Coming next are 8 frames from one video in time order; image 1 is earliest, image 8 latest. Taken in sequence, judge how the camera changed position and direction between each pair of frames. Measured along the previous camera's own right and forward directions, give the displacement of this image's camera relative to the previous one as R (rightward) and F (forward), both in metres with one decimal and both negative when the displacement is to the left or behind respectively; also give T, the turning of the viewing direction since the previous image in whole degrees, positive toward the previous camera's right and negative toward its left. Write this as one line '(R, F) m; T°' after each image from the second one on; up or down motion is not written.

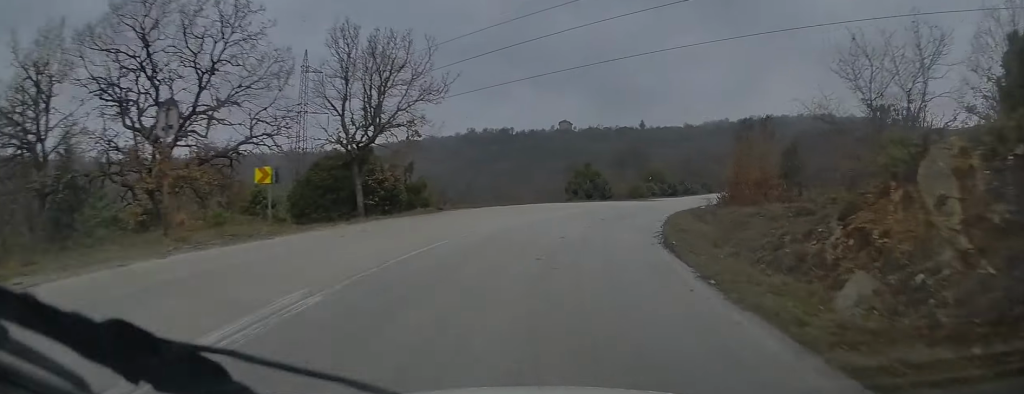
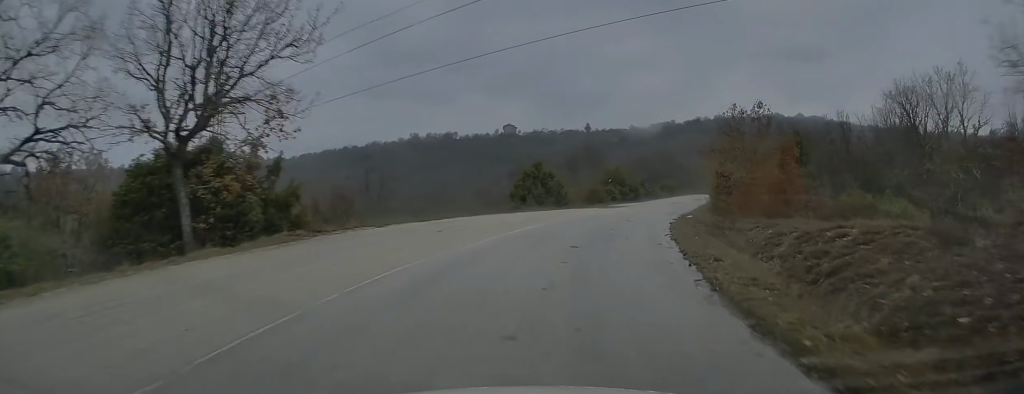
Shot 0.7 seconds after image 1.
(+0.3, +9.8) m; +4°
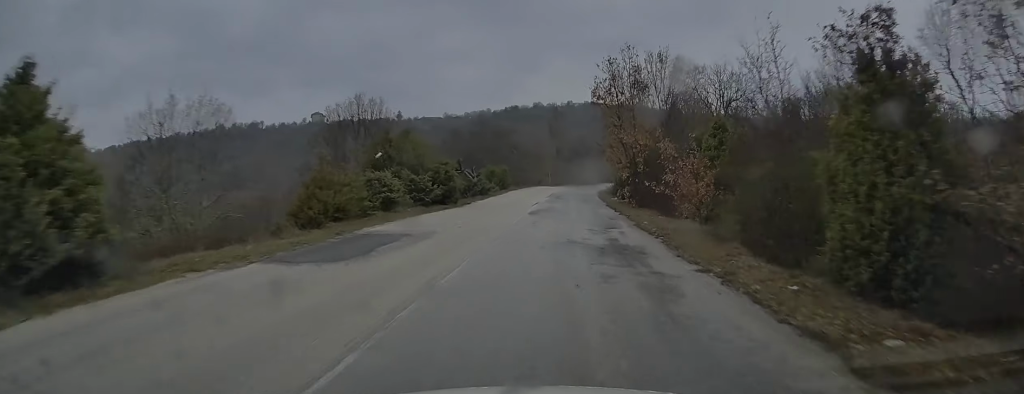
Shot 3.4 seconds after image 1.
(+5.1, +33.8) m; +18°
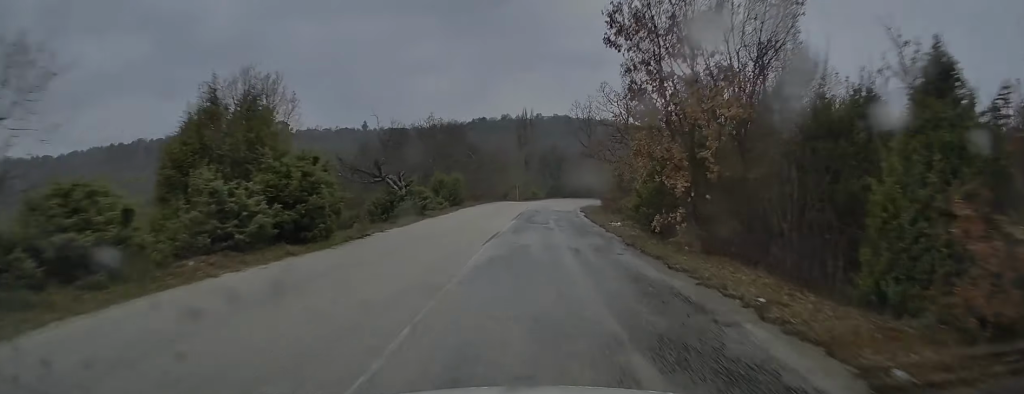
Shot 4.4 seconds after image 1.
(+0.8, +14.2) m; +3°
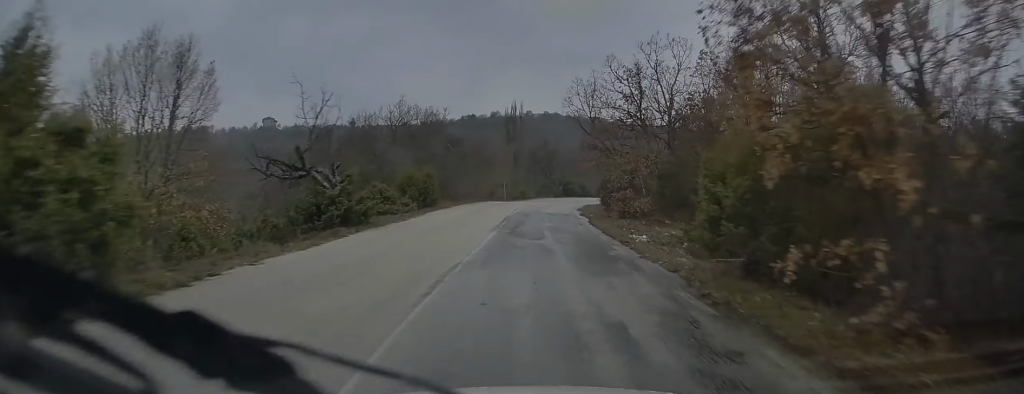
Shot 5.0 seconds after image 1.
(0.0, +8.1) m; +1°
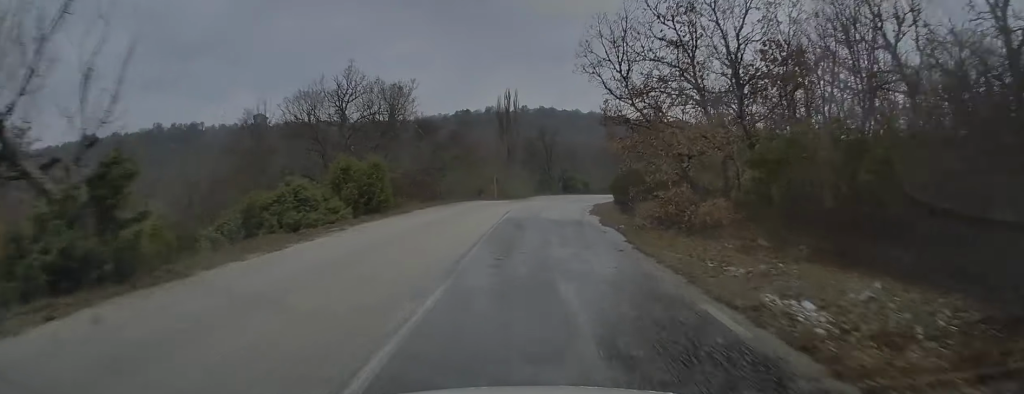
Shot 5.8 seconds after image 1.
(+0.1, +11.5) m; +1°
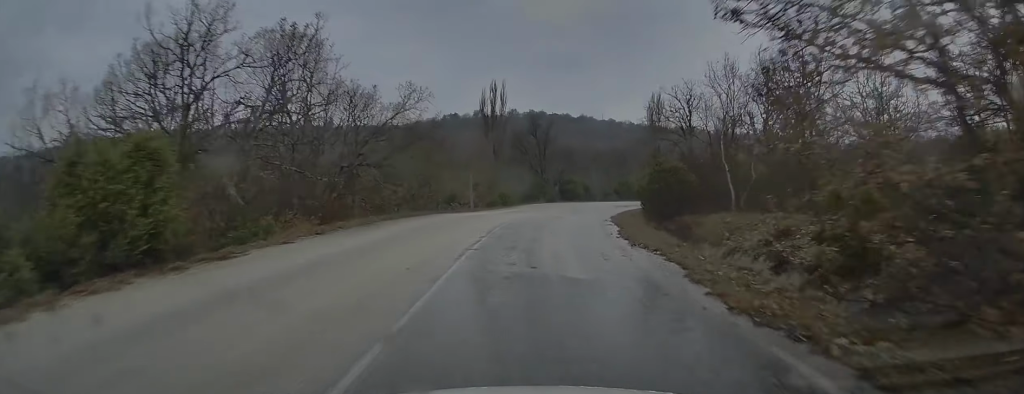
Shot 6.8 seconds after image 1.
(+0.1, +15.0) m; +1°
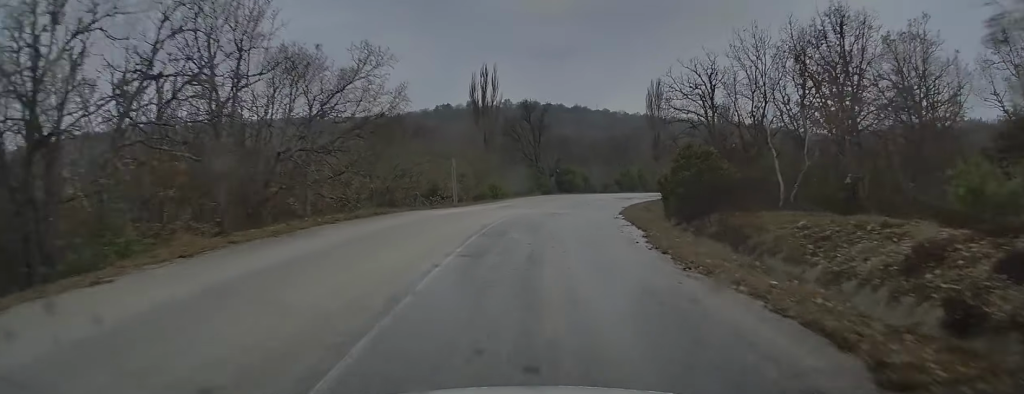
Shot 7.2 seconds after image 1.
(-0.1, +6.2) m; +1°
